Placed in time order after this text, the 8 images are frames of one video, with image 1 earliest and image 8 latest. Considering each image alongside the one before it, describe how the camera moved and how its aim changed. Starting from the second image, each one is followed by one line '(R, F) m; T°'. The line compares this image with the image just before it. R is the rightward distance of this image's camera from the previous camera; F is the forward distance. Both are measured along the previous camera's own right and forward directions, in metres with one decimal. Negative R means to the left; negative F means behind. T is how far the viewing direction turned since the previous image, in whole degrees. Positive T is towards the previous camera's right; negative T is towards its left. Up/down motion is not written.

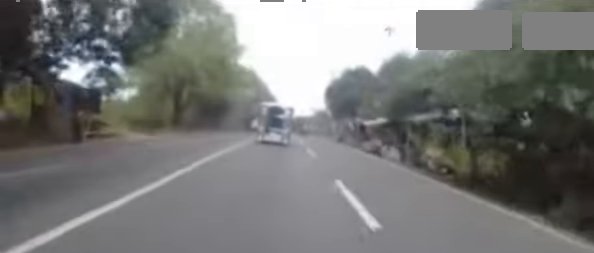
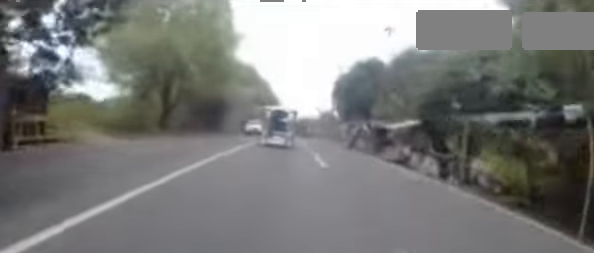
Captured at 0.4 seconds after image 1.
(0.0, +3.9) m; 0°
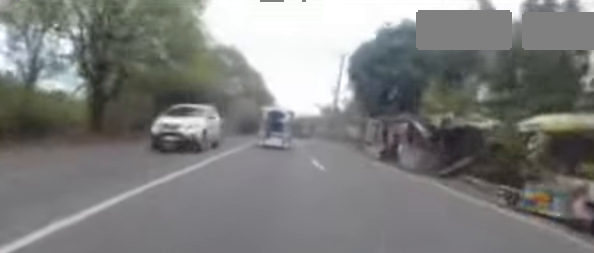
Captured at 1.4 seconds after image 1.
(0.0, +9.3) m; -1°
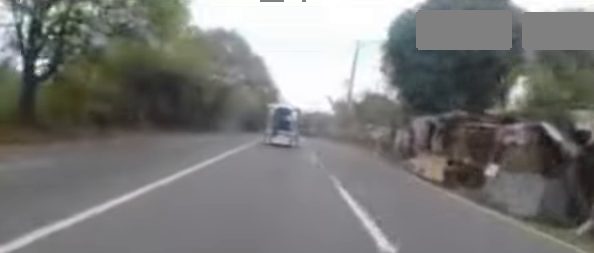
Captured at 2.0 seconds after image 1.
(0.0, +5.4) m; -2°
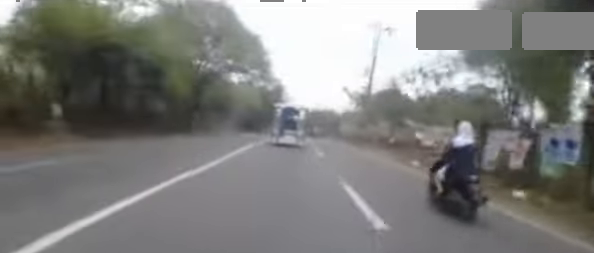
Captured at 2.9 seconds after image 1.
(-0.3, +8.2) m; 0°
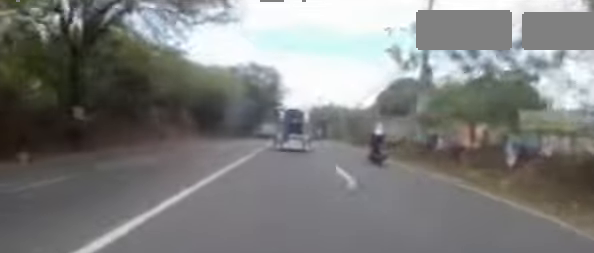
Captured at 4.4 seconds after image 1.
(+0.3, +14.6) m; 0°
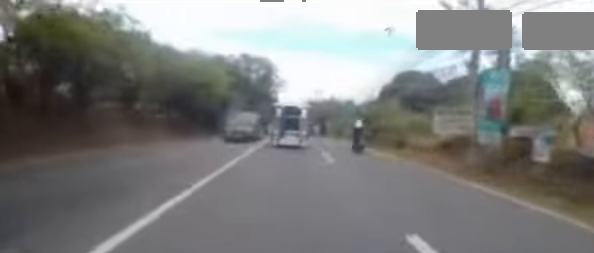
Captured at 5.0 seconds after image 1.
(-0.4, +5.9) m; 0°
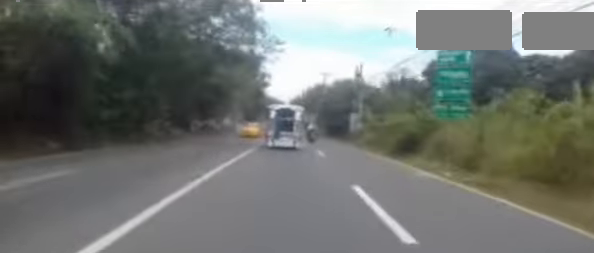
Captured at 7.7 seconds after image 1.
(+0.7, +24.3) m; 0°
